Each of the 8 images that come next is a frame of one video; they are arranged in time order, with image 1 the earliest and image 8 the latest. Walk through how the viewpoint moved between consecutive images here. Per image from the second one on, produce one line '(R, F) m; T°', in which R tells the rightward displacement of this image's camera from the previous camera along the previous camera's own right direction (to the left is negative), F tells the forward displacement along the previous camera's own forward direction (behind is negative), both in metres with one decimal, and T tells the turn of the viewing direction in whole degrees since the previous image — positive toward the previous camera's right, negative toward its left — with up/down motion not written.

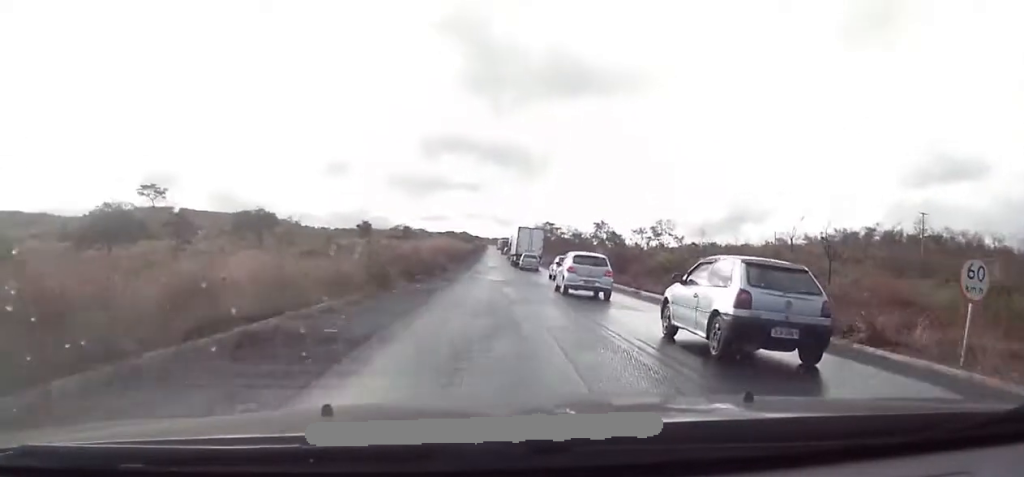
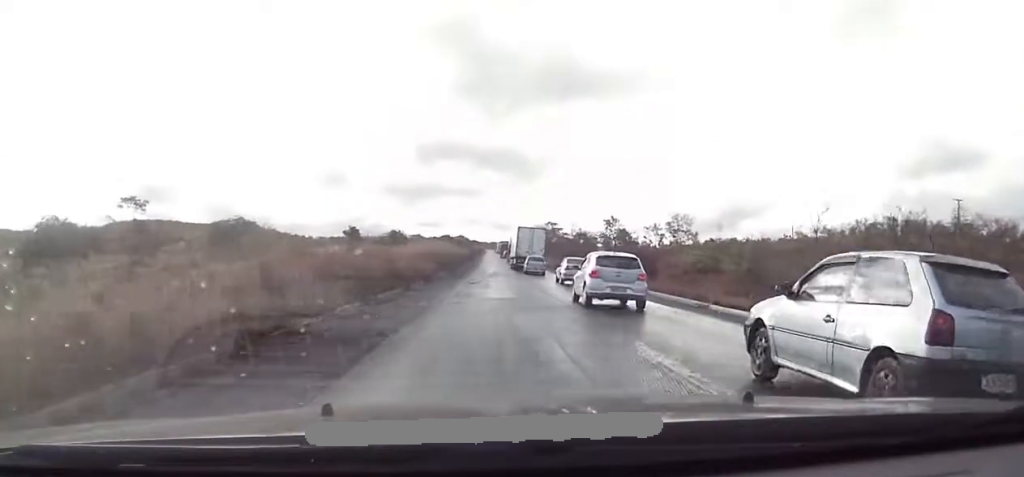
(+0.1, +12.1) m; +2°
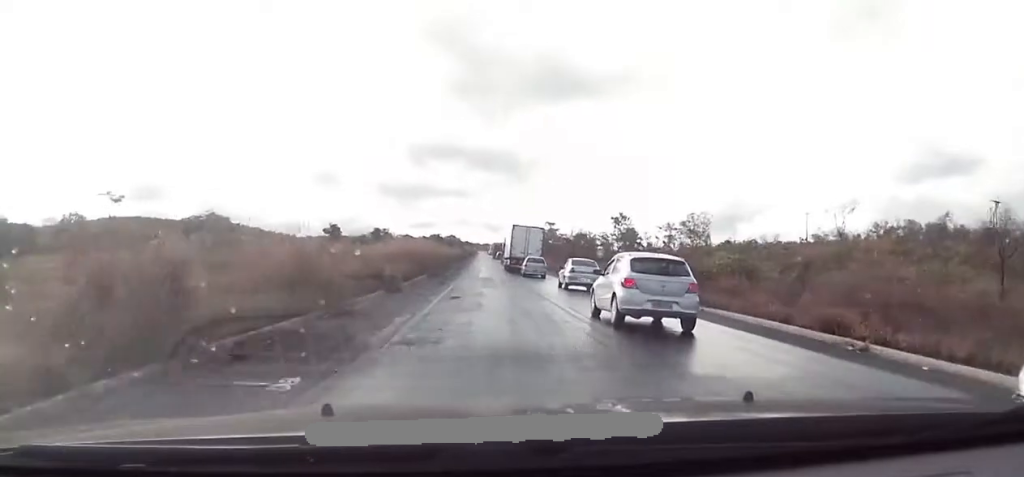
(0.0, +12.1) m; +1°
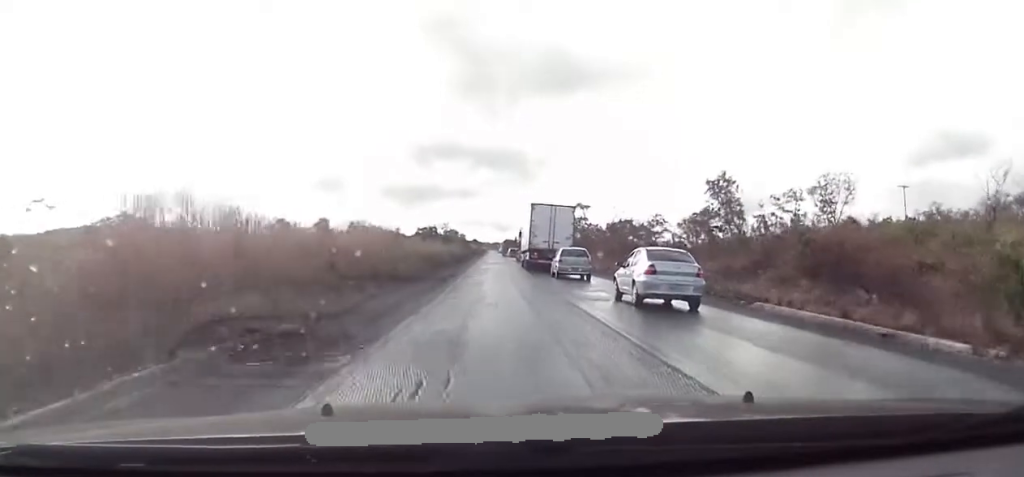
(-0.6, +41.4) m; -2°
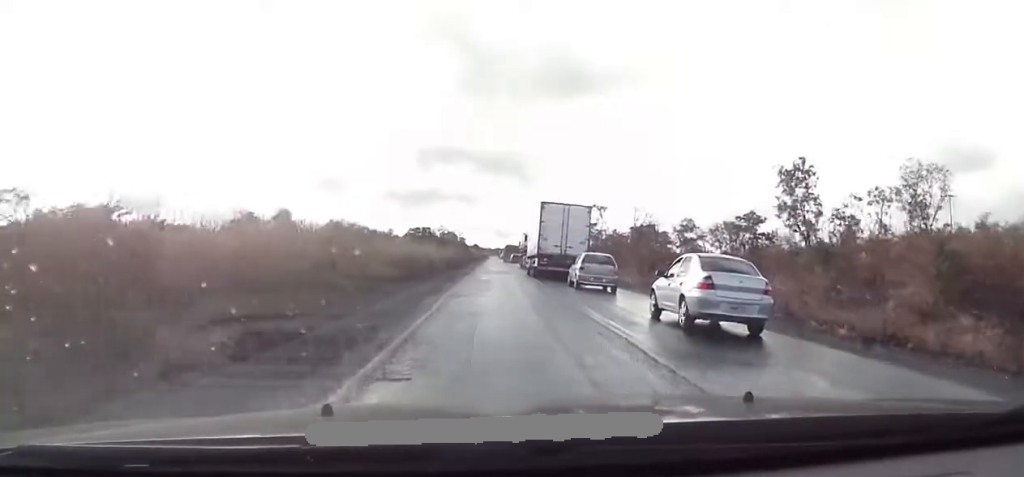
(+0.1, +15.6) m; +1°
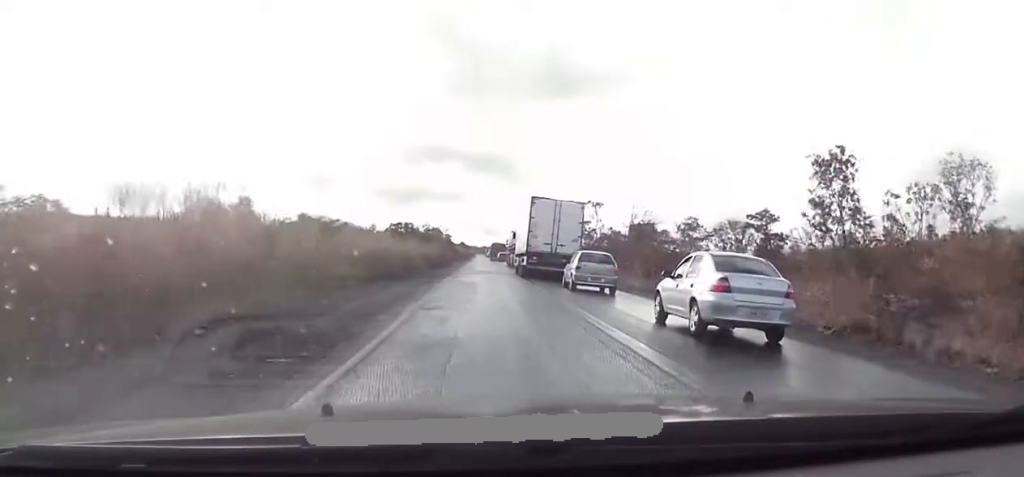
(0.0, +7.0) m; 0°
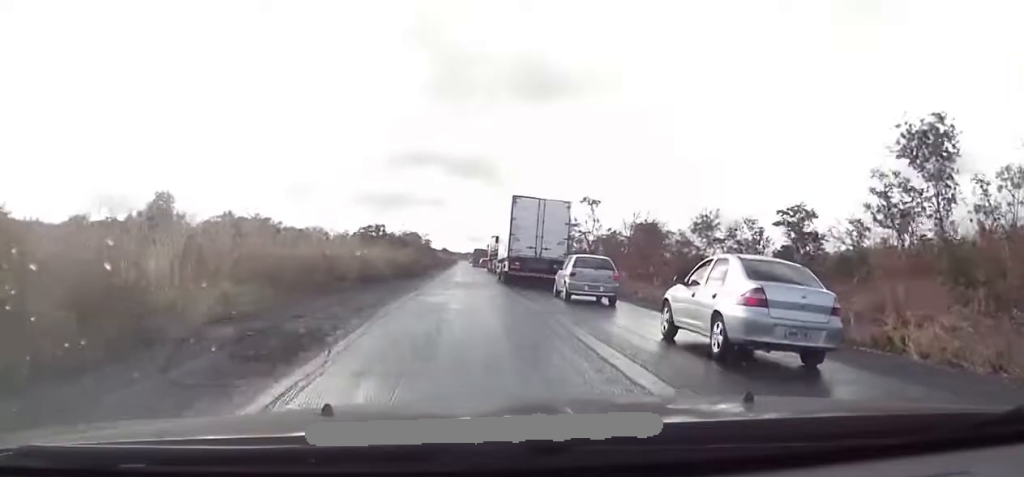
(0.0, +11.4) m; +1°
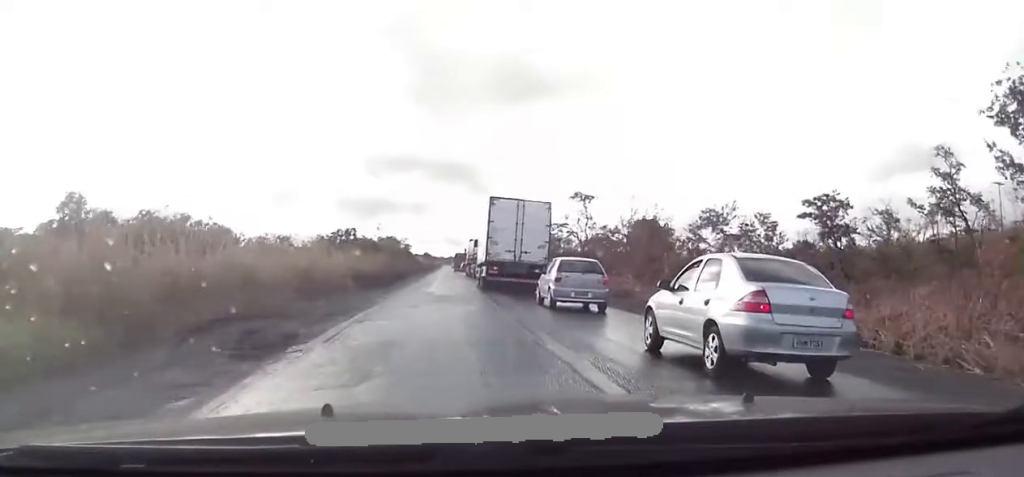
(0.0, +8.7) m; +2°
